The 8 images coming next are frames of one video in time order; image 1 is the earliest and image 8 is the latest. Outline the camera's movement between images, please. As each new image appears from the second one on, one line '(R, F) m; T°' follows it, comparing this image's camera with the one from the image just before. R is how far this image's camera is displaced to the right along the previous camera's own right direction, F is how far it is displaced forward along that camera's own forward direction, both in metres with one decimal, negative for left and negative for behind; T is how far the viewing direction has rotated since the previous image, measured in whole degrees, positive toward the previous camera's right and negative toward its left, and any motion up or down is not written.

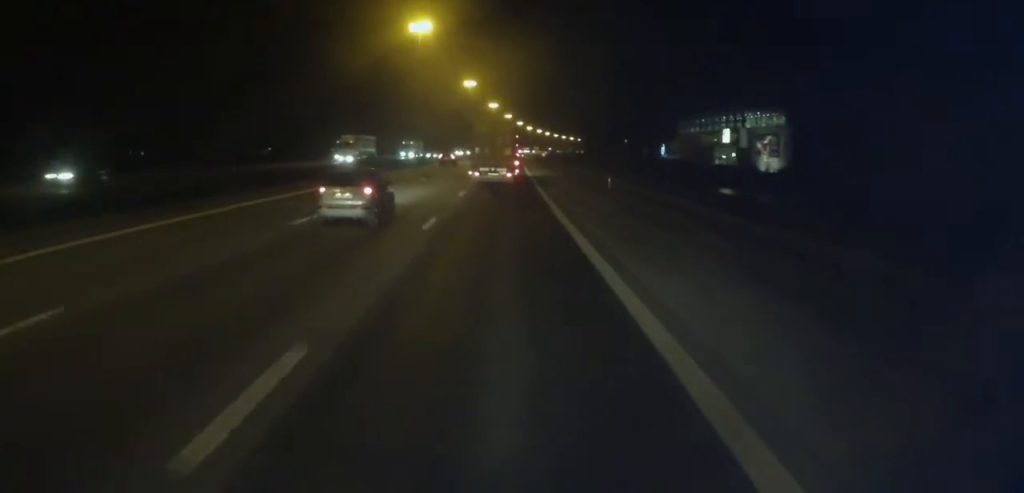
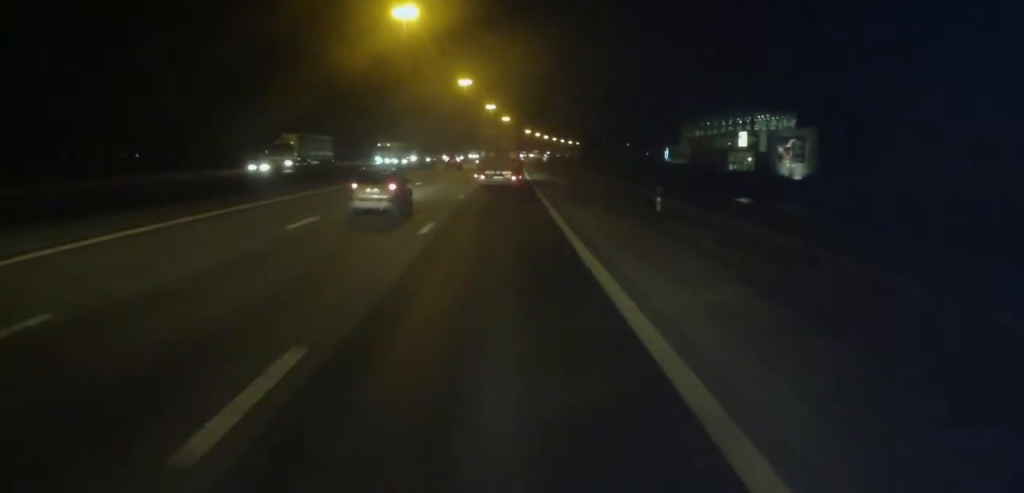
(0.0, +12.4) m; 0°
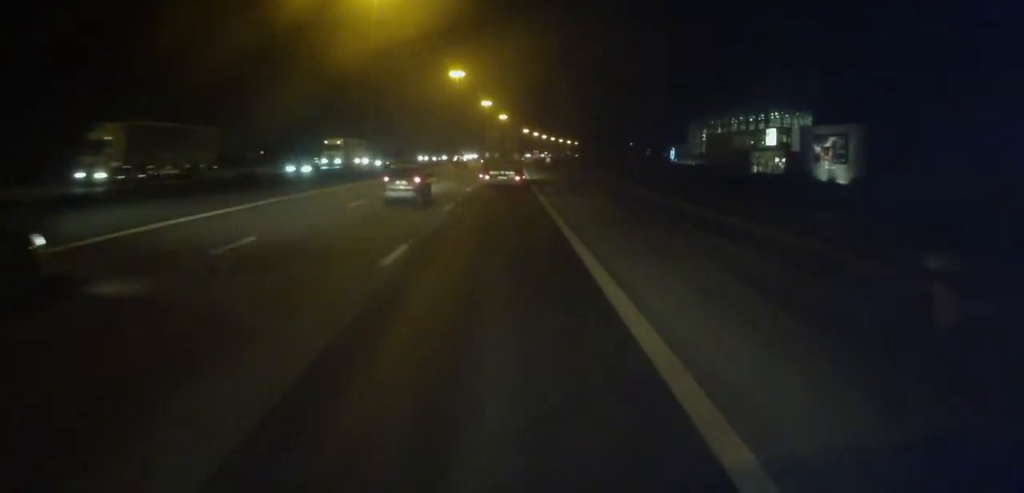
(+0.2, +17.1) m; +1°
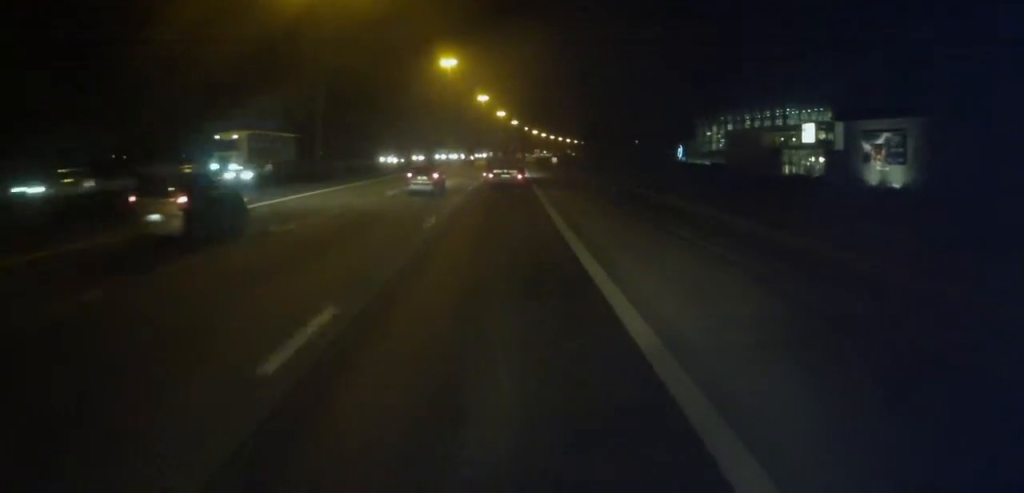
(0.0, +17.2) m; -1°
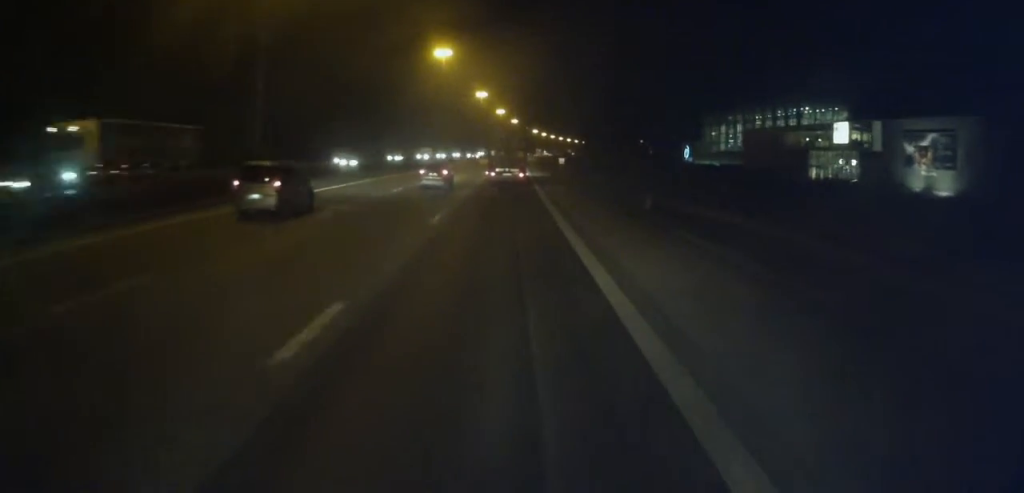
(-0.1, +11.7) m; 0°
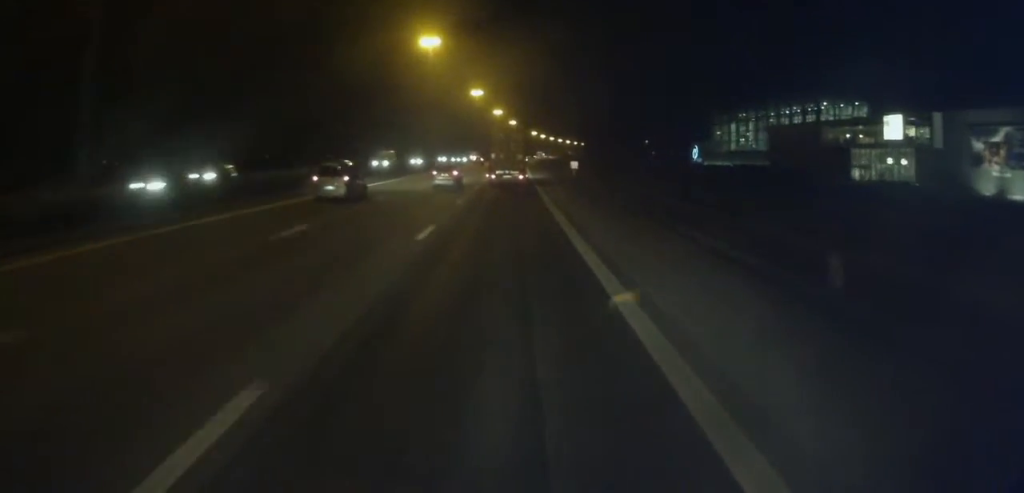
(-0.3, +15.6) m; 0°
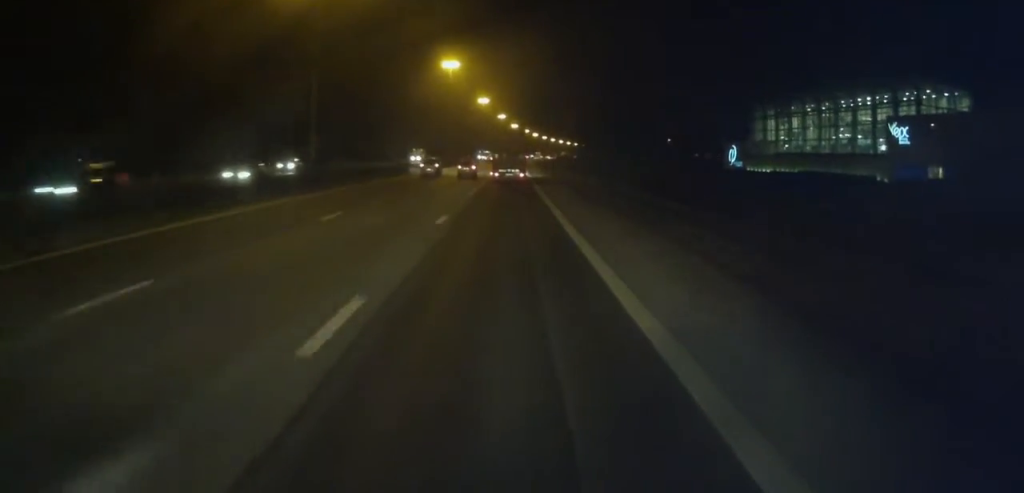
(+1.0, +58.4) m; +2°
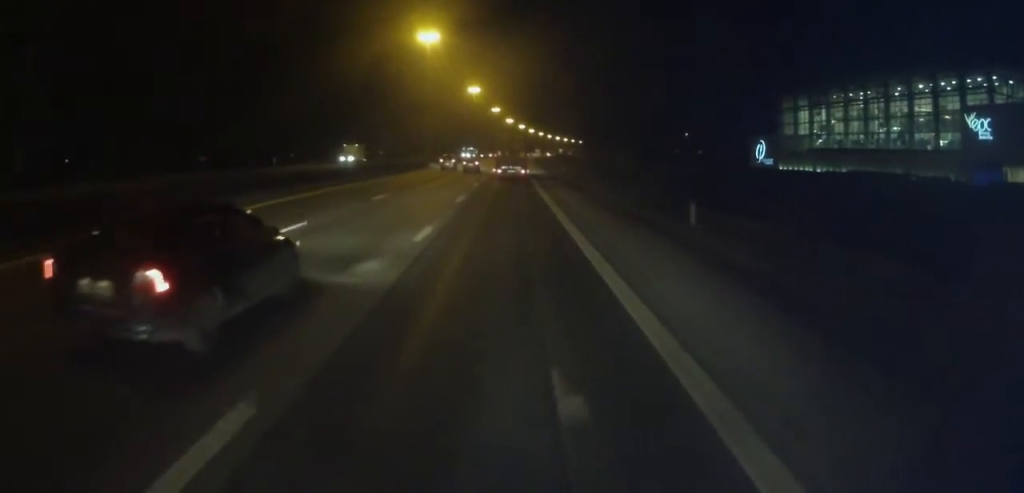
(+0.3, +28.9) m; 0°
